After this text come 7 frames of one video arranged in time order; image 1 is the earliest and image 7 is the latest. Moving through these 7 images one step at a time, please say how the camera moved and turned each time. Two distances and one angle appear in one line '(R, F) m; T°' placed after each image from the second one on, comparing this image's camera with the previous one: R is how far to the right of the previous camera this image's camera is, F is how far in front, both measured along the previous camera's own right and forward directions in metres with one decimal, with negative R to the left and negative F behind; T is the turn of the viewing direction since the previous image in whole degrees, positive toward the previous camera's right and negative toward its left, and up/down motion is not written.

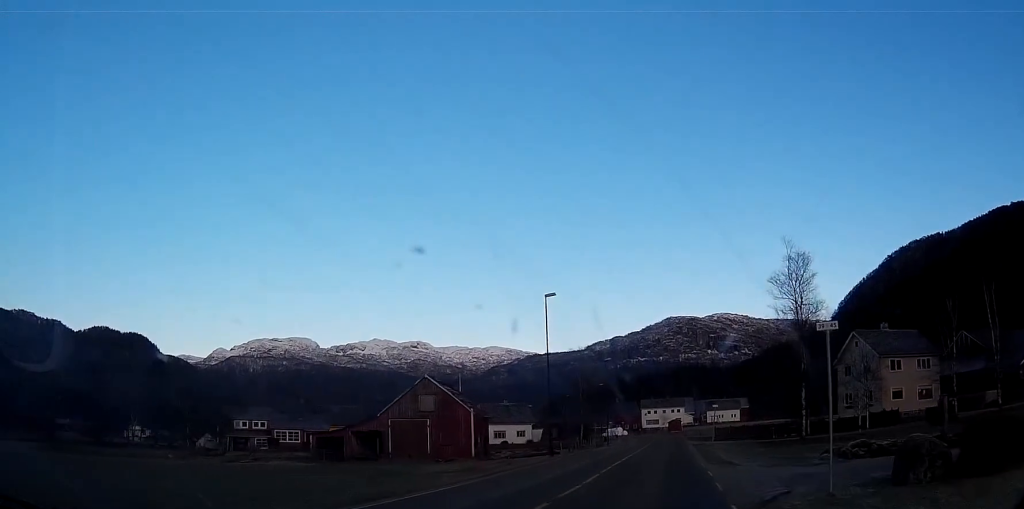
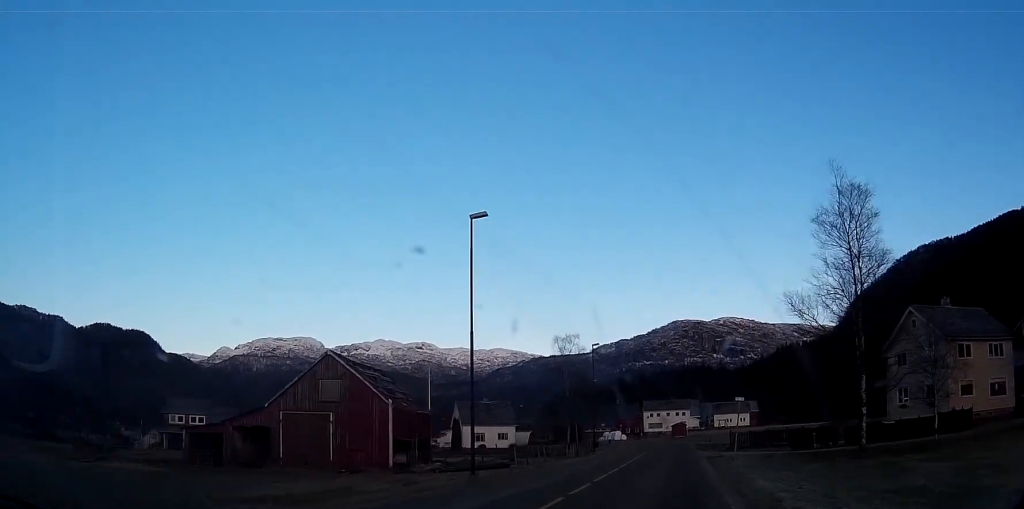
(0.0, +18.2) m; 0°
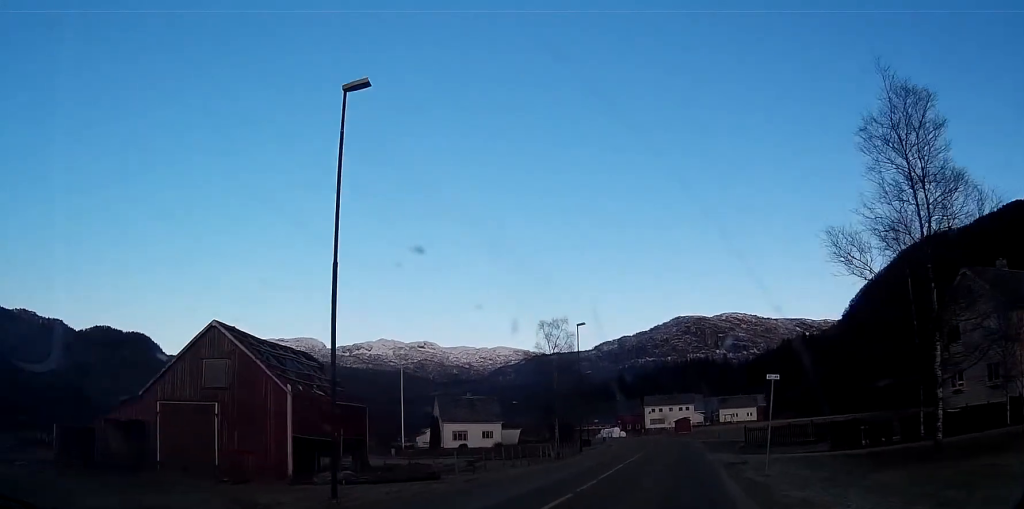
(0.0, +12.0) m; 0°
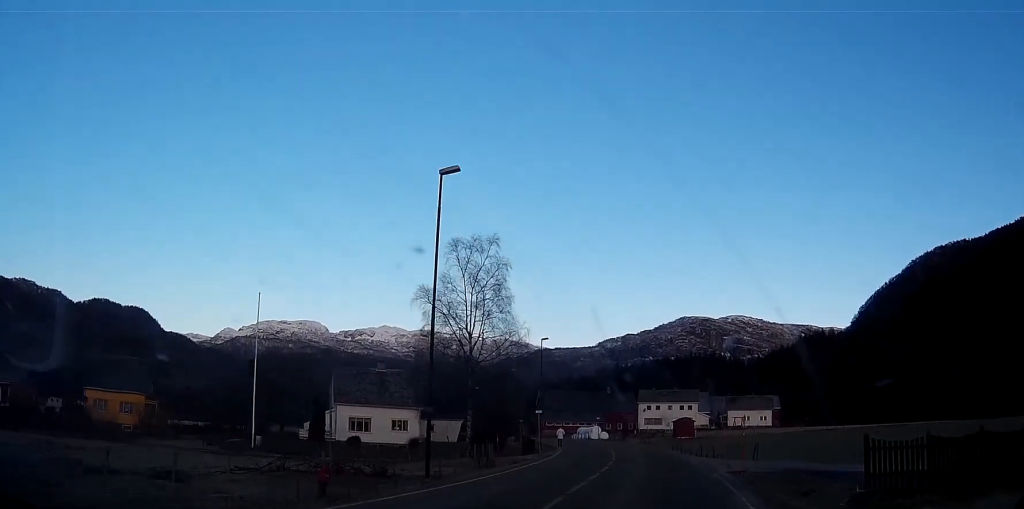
(-0.1, +35.9) m; 0°
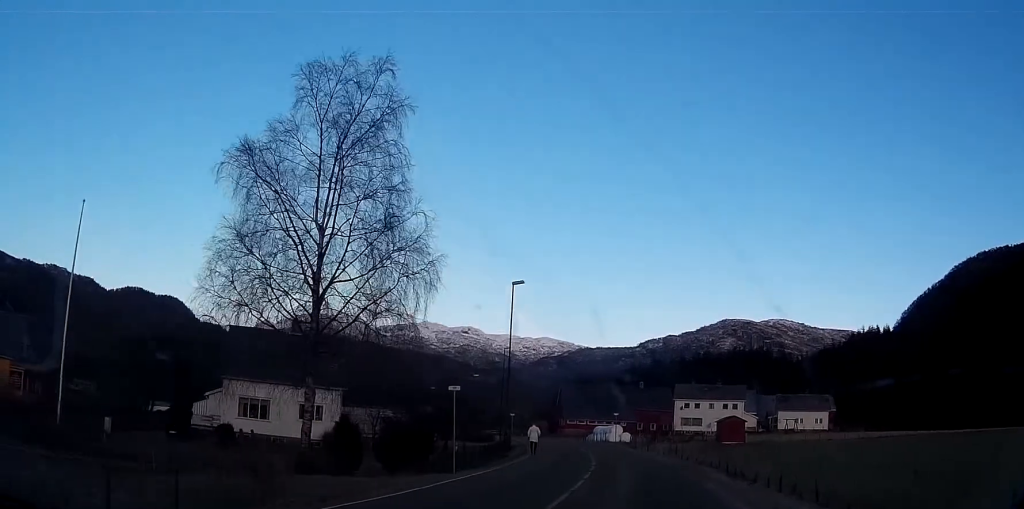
(-0.3, +26.9) m; -2°
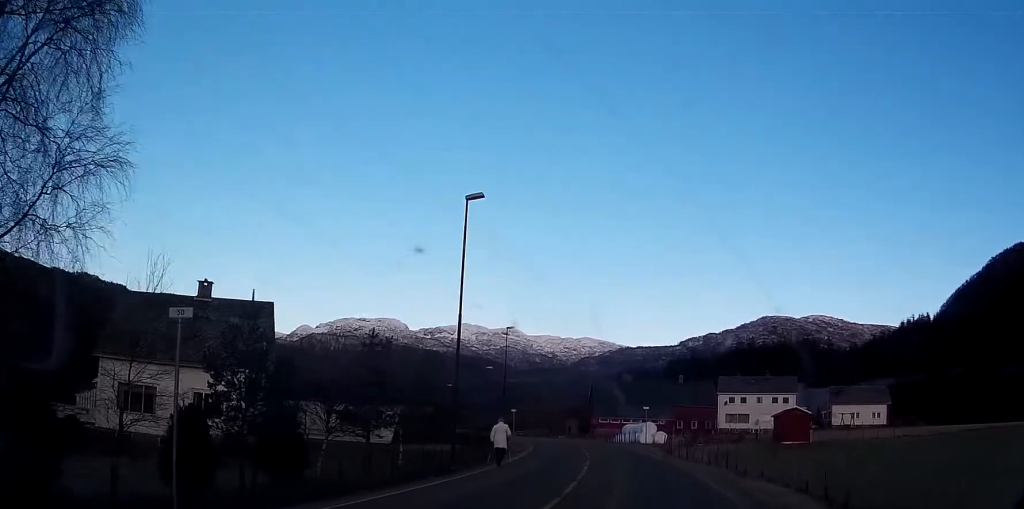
(-0.4, +16.5) m; -3°
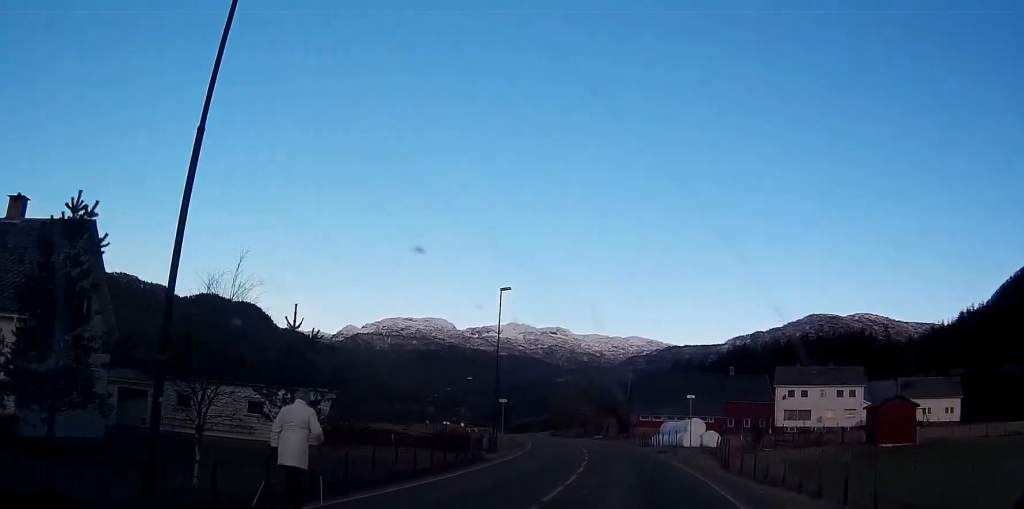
(-0.5, +17.4) m; -3°
